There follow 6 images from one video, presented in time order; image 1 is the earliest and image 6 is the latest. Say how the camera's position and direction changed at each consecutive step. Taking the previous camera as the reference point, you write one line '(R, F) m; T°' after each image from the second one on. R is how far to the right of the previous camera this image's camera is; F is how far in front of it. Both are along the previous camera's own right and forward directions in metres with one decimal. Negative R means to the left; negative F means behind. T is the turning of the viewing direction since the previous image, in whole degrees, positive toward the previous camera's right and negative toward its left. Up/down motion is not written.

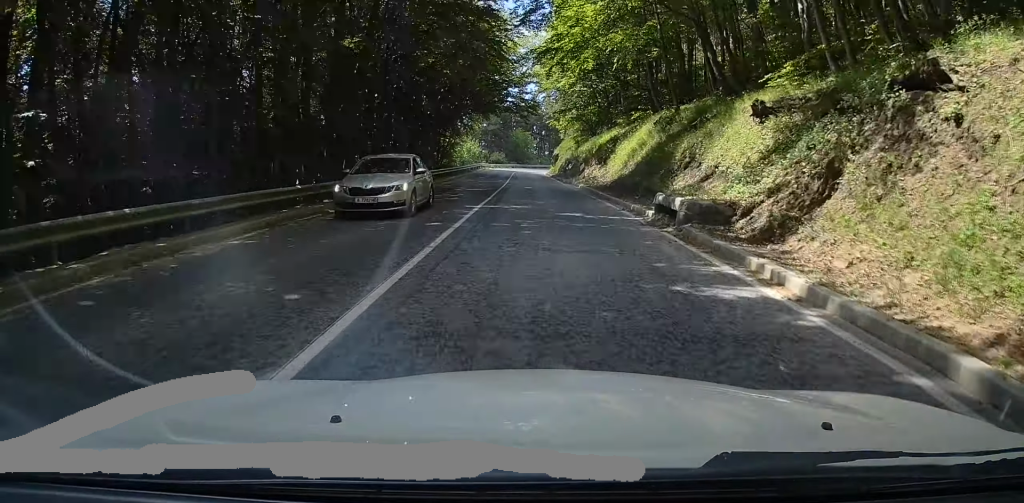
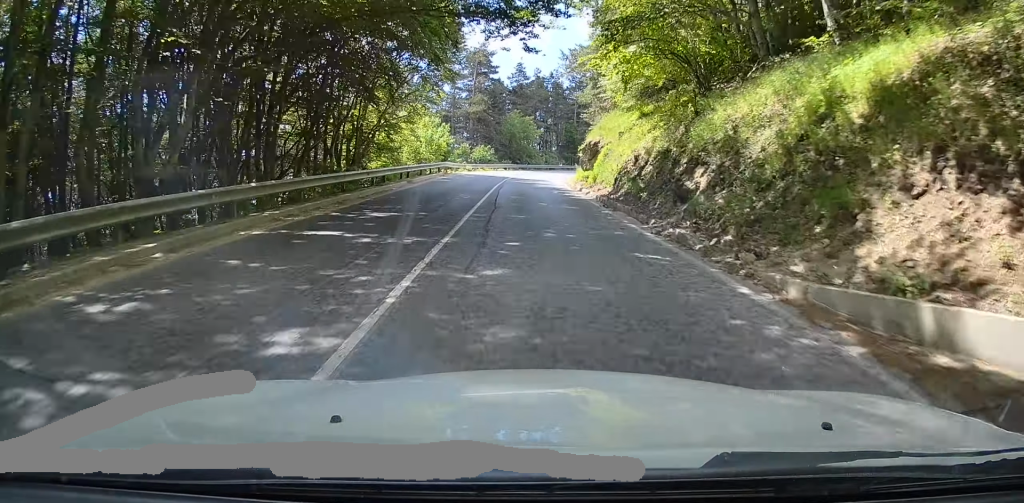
(+4.5, +40.5) m; +8°
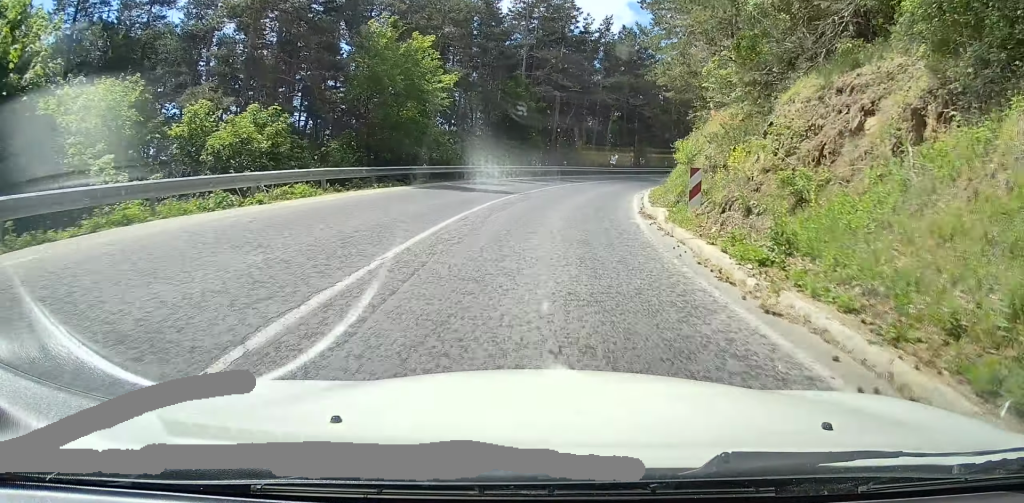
(+5.3, +65.5) m; +13°
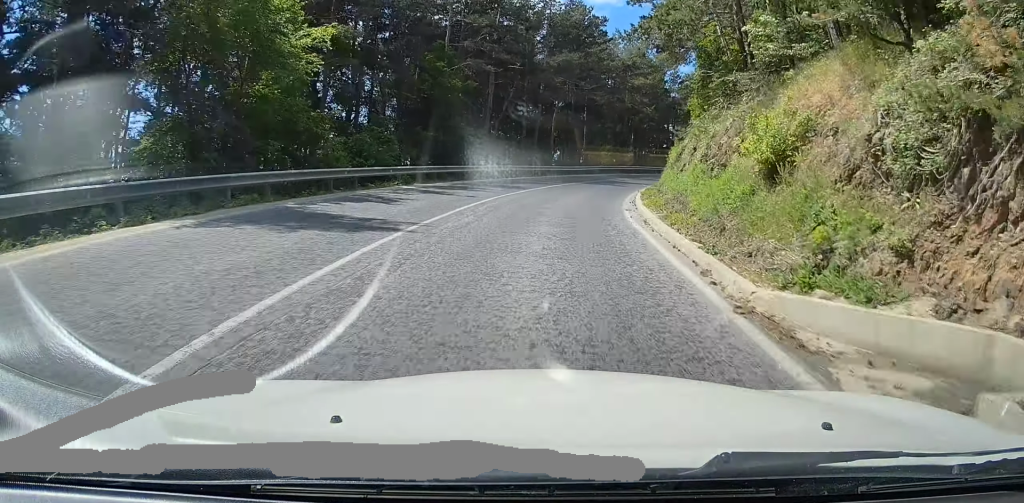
(+0.1, +15.1) m; +2°
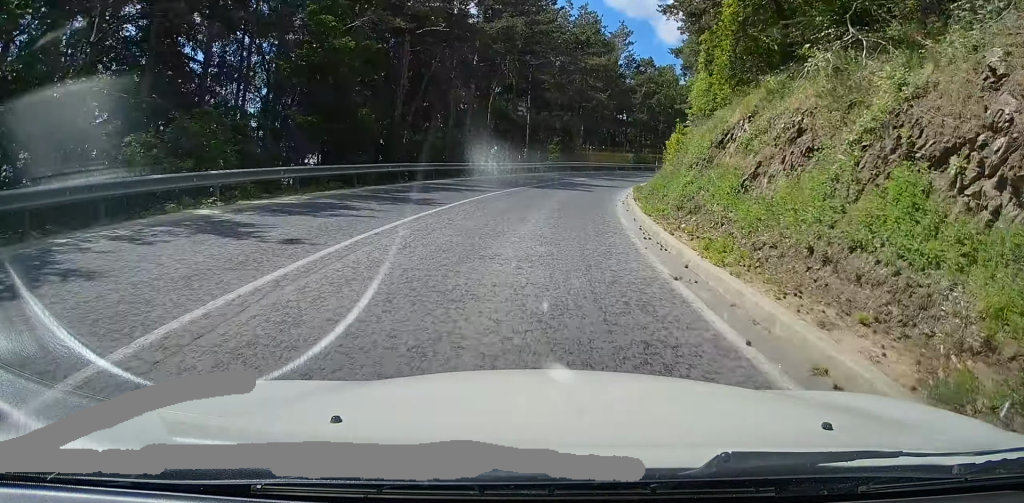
(-0.1, +14.2) m; +2°
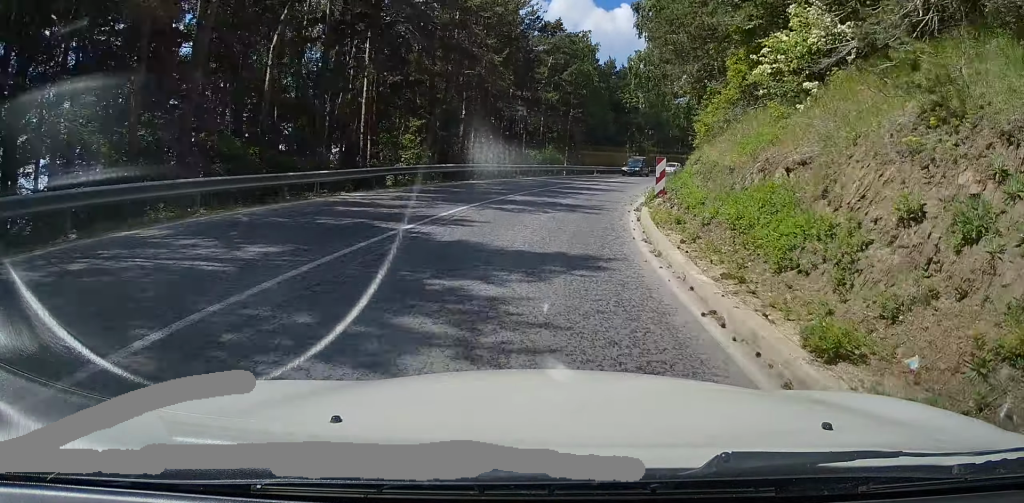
(+2.6, +28.8) m; +10°
